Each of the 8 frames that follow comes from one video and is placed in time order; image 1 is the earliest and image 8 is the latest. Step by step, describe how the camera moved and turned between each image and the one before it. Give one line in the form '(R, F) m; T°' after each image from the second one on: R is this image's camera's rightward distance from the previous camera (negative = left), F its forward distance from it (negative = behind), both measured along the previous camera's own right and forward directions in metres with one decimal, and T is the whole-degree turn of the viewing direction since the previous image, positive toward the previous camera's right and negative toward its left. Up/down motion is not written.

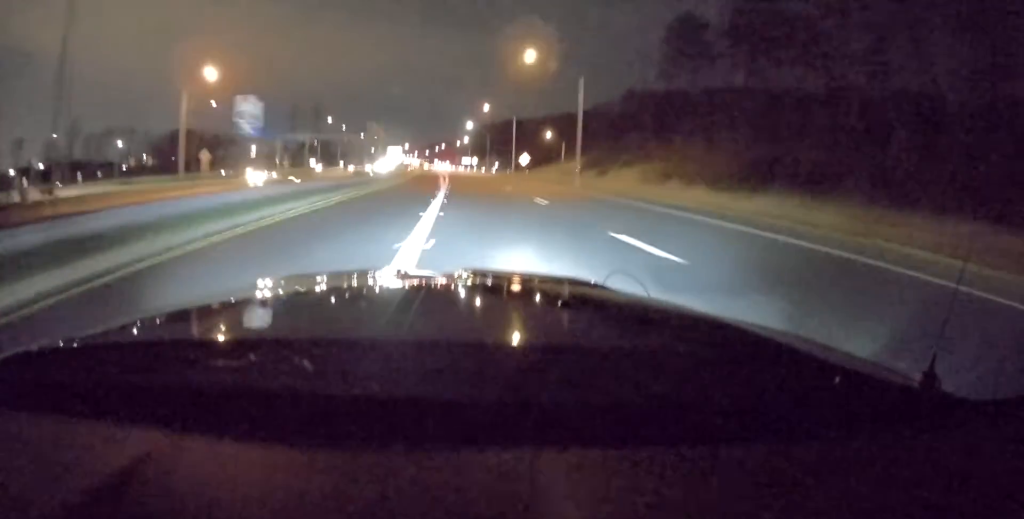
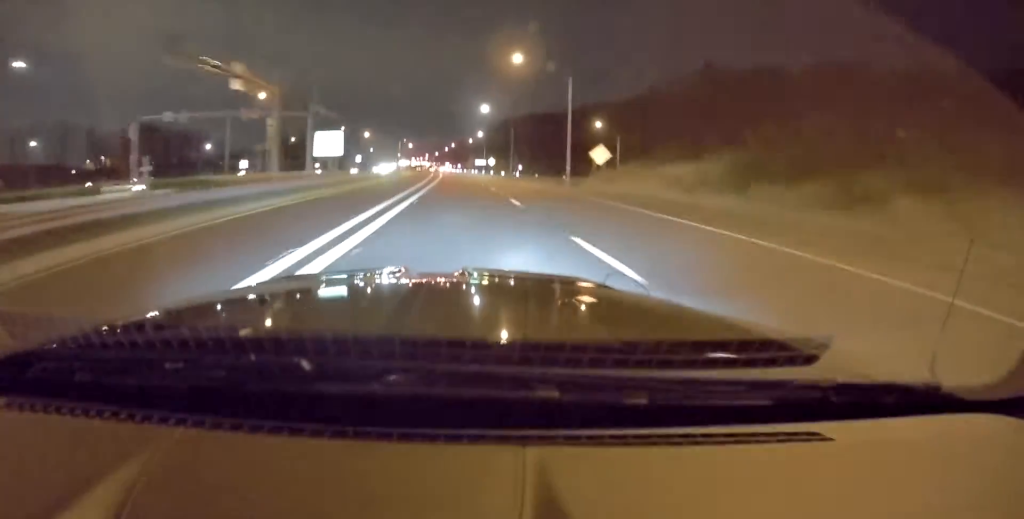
(-0.2, +49.3) m; -1°
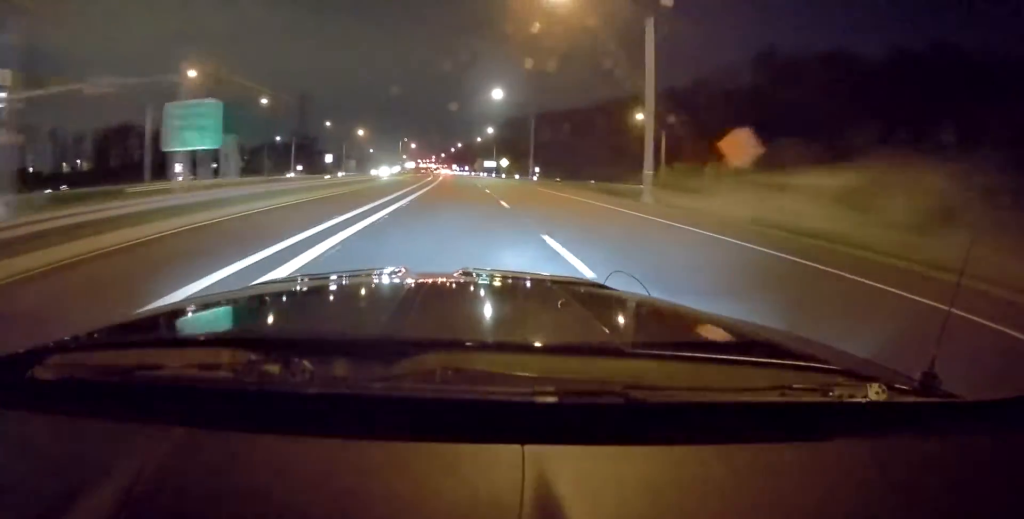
(-0.1, +24.2) m; -1°
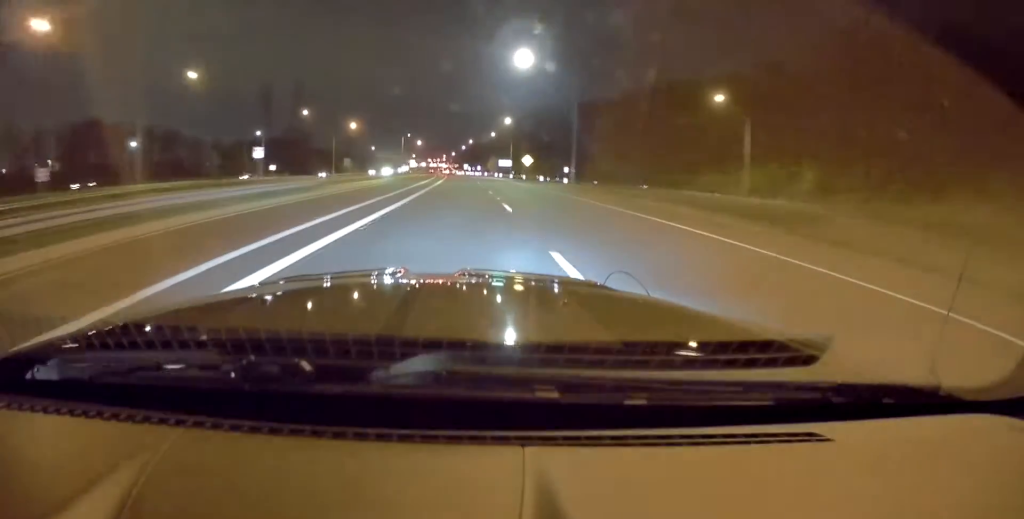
(-0.3, +26.8) m; 0°
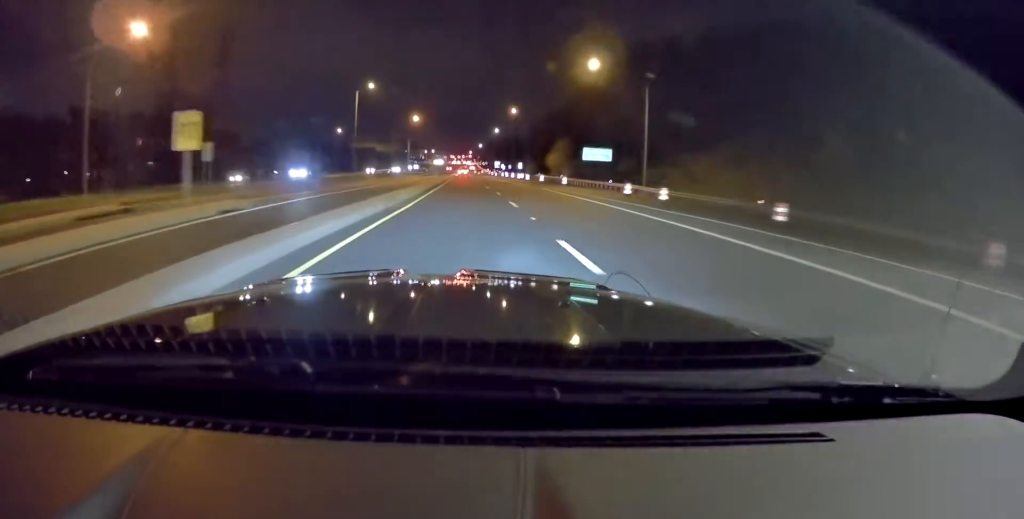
(-3.1, +111.1) m; -4°
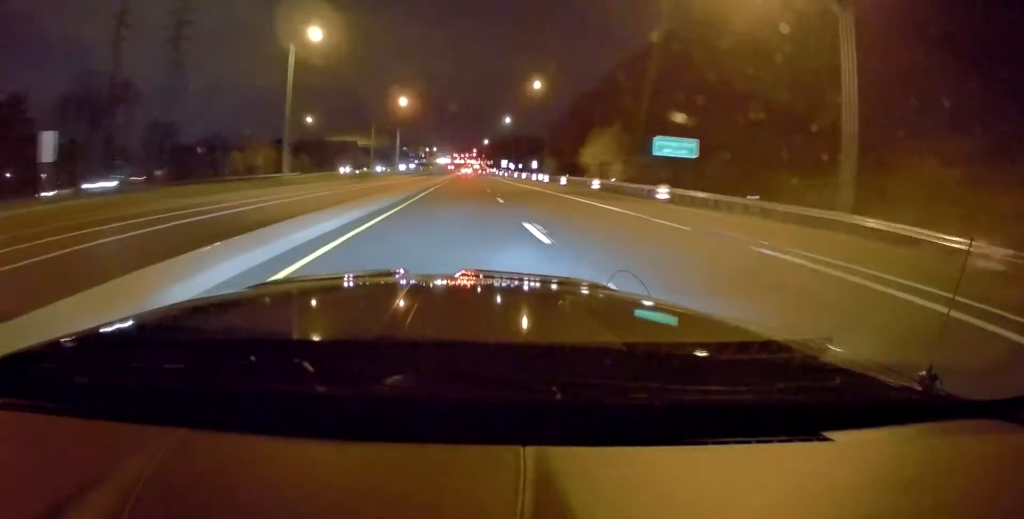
(-0.4, +35.2) m; -1°
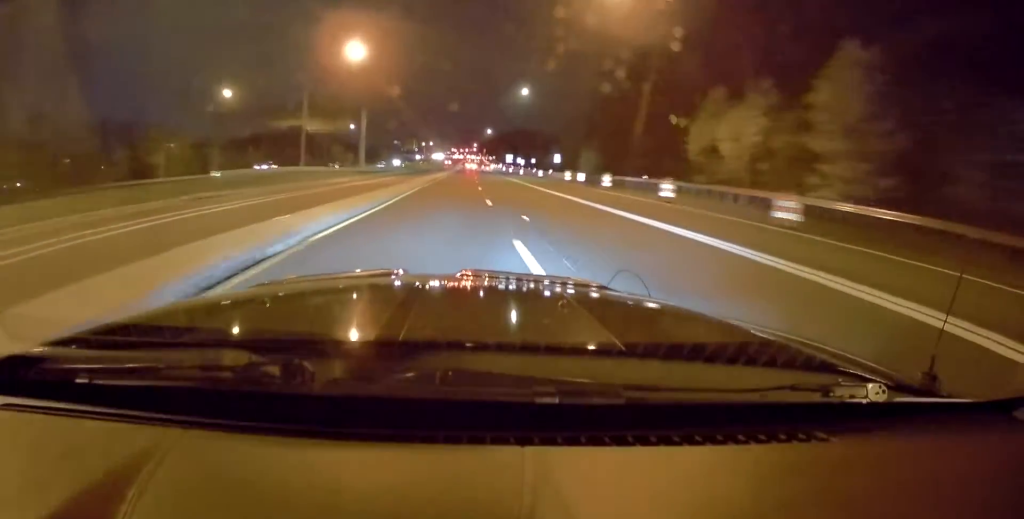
(0.0, +43.1) m; 0°
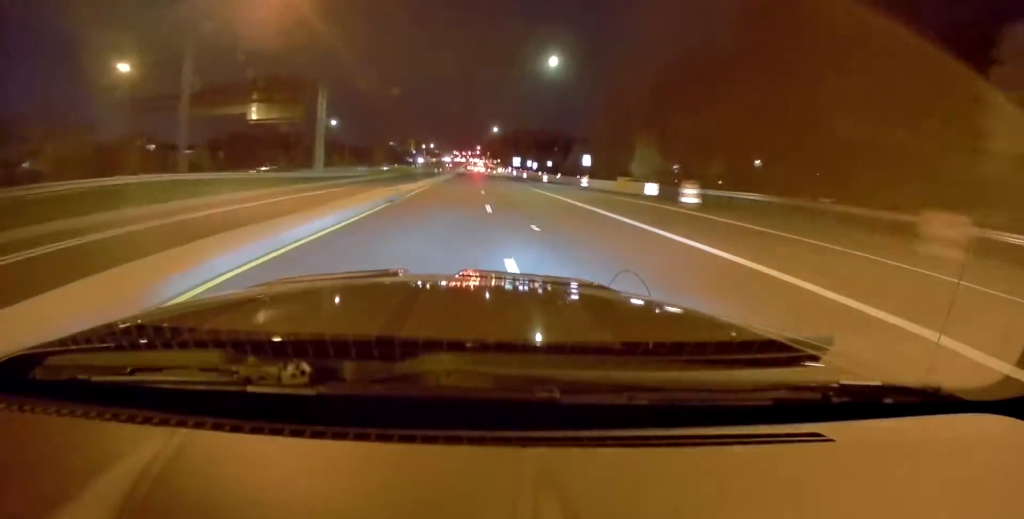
(0.0, +27.1) m; -1°
